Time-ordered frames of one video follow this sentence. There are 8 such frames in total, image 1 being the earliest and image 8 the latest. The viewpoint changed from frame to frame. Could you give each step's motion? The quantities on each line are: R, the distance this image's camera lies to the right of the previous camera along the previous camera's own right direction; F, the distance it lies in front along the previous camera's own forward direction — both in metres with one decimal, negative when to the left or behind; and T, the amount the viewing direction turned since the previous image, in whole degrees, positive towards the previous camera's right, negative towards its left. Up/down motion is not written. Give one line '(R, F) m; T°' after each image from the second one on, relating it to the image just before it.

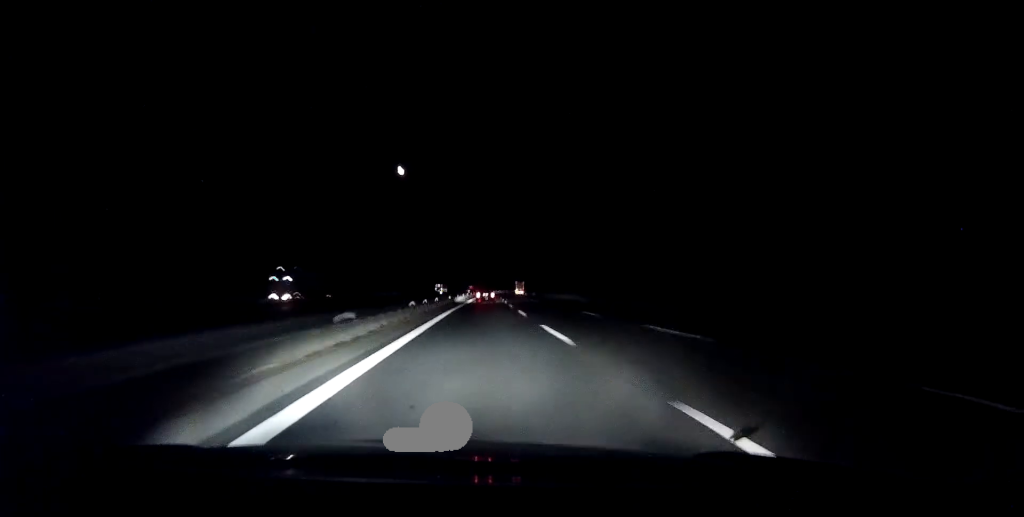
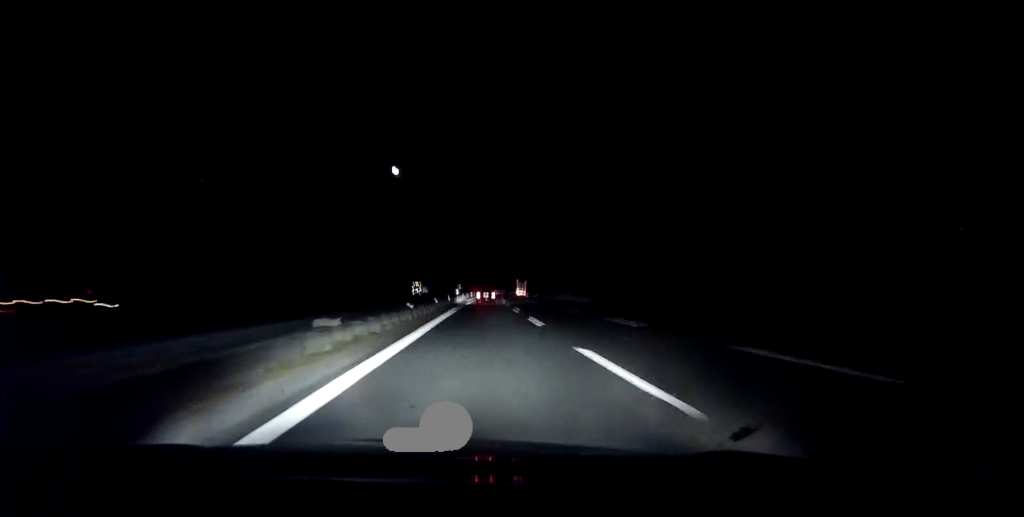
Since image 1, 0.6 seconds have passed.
(+0.4, +38.1) m; +1°
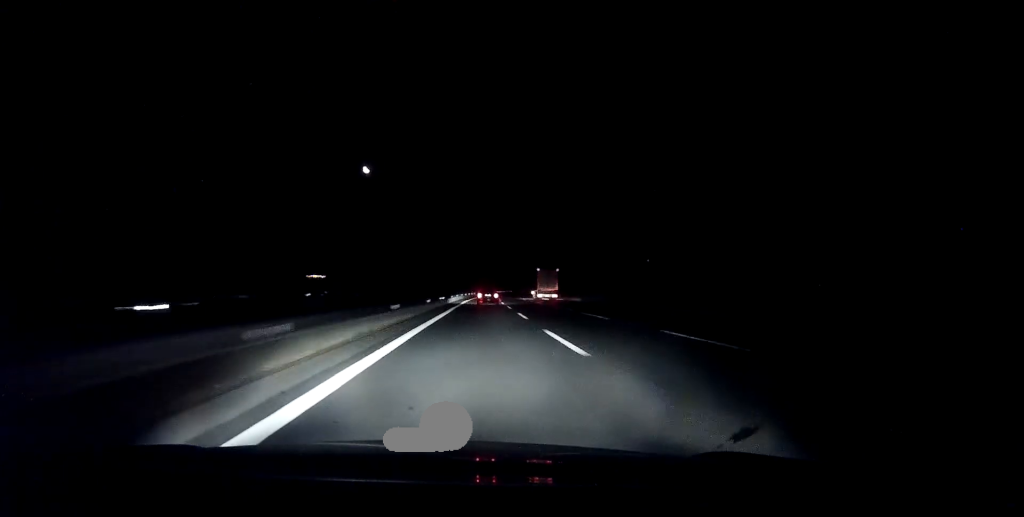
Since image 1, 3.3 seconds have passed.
(+3.2, +156.7) m; +3°
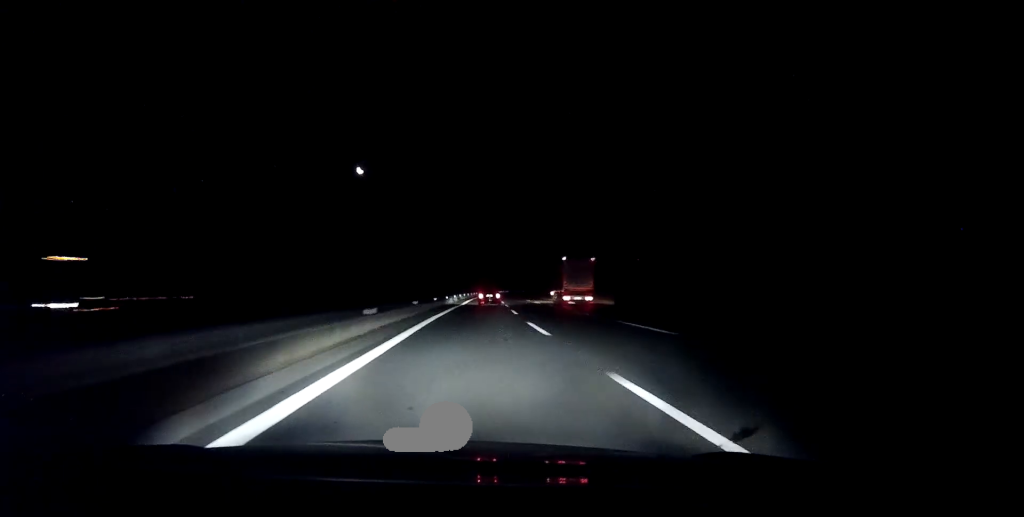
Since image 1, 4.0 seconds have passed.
(+0.4, +40.5) m; +1°
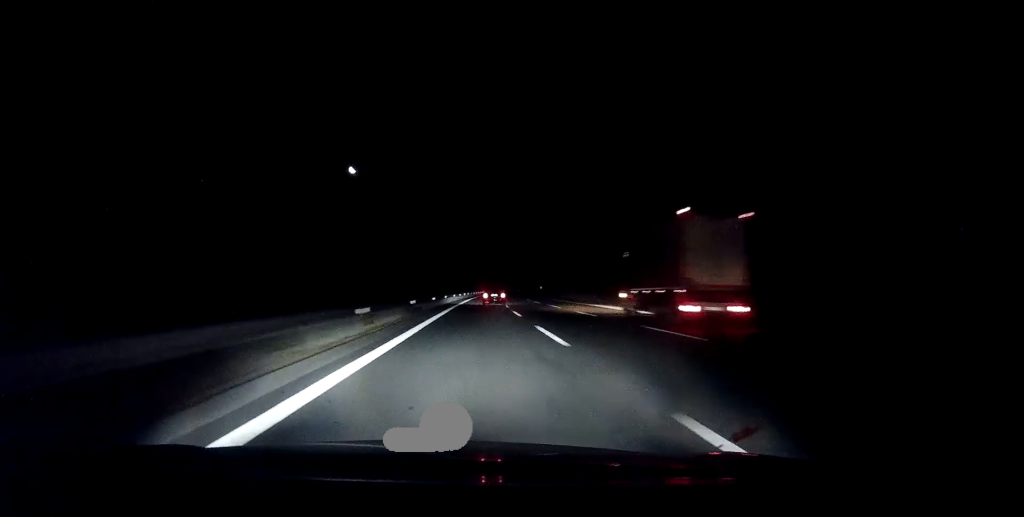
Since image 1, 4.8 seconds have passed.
(+0.4, +47.7) m; +1°
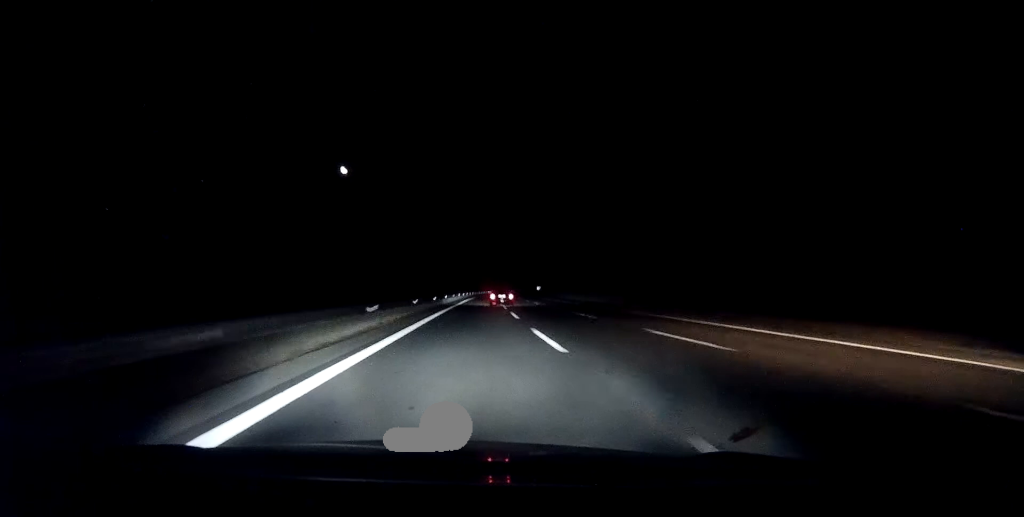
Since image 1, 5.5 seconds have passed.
(+0.2, +45.4) m; +1°
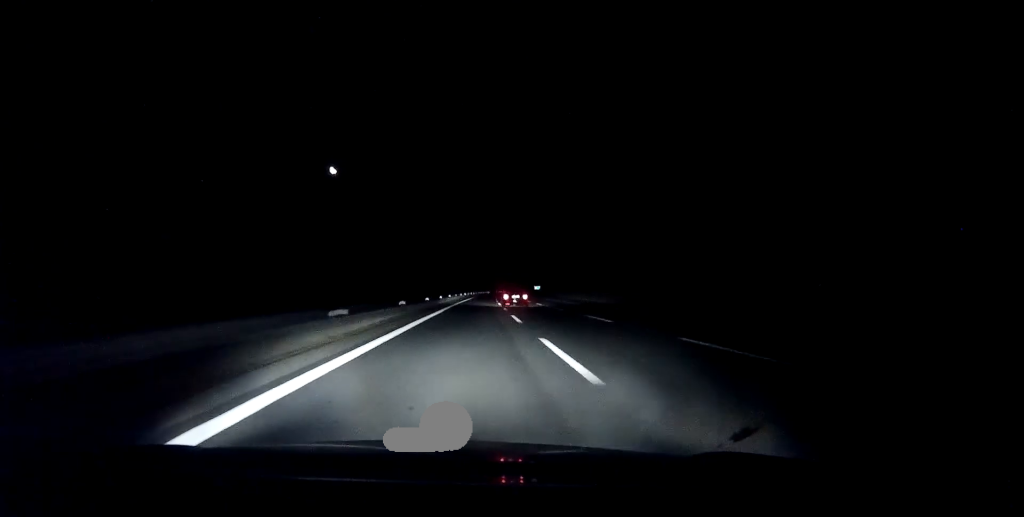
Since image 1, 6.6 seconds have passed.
(+0.7, +64.7) m; +1°
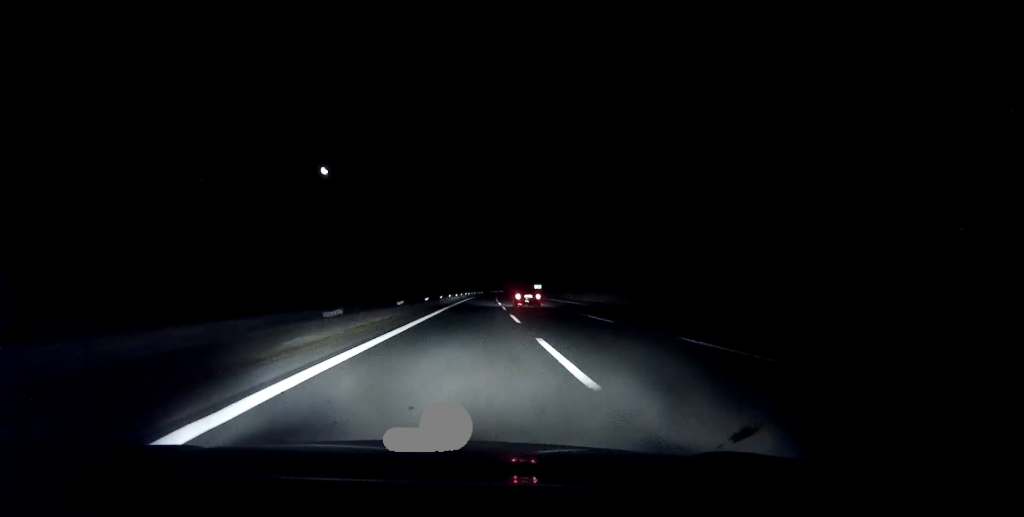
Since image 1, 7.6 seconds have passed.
(+0.5, +59.9) m; +1°
